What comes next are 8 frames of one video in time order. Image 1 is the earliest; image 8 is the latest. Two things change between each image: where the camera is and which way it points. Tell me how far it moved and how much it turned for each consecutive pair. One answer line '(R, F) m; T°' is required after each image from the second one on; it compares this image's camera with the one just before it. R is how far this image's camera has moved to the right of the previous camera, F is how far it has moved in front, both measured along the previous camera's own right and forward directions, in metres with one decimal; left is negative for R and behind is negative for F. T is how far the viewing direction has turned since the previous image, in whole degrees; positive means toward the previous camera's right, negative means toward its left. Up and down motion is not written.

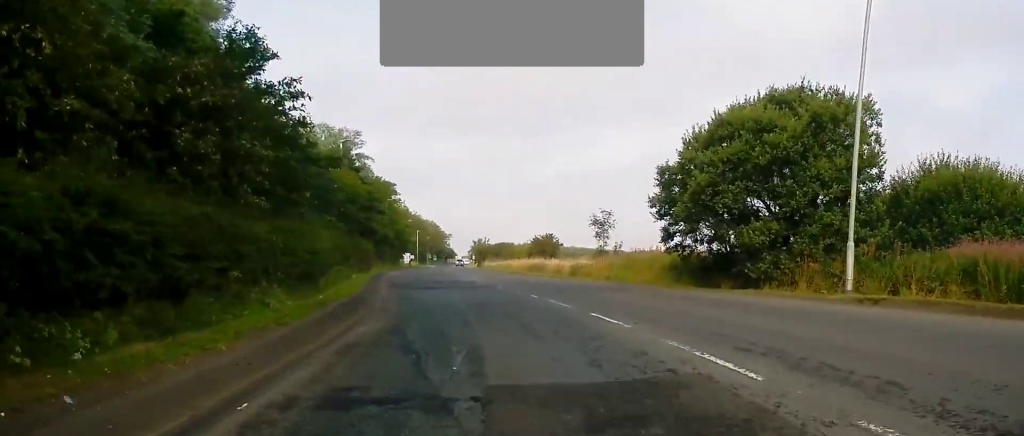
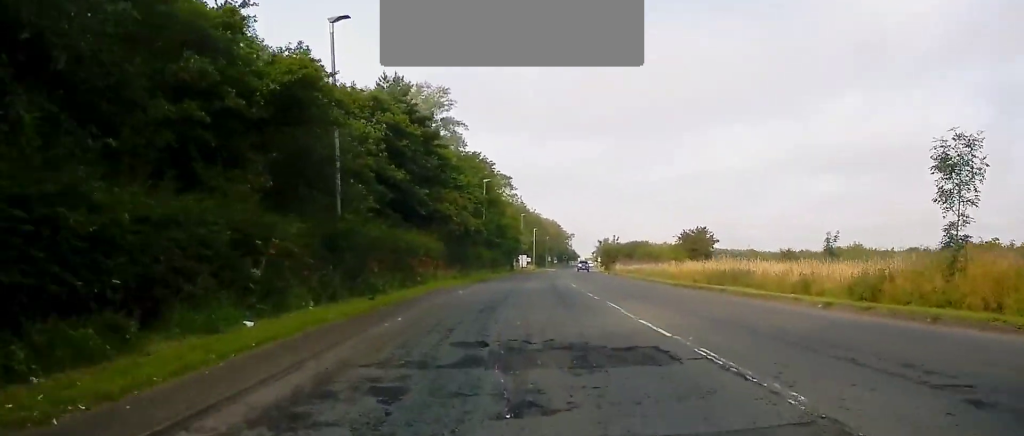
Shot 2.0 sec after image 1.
(-4.1, +26.9) m; -13°
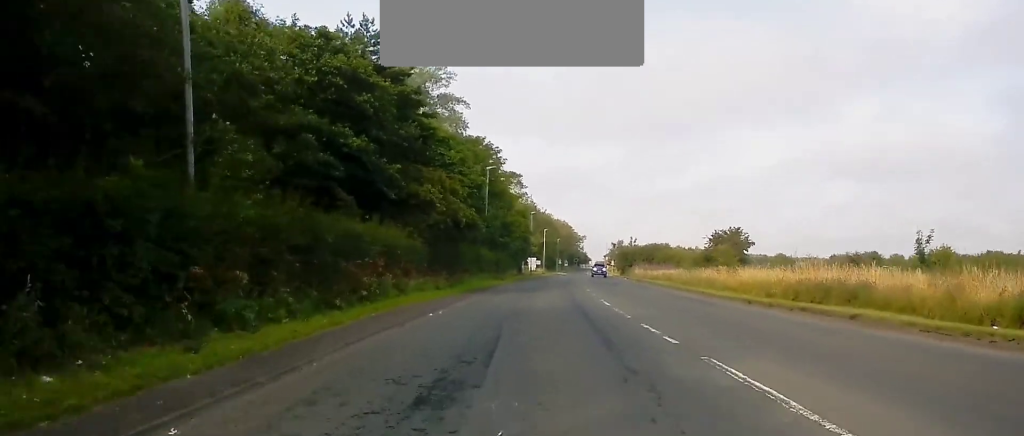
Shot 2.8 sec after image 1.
(+0.1, +10.9) m; -2°
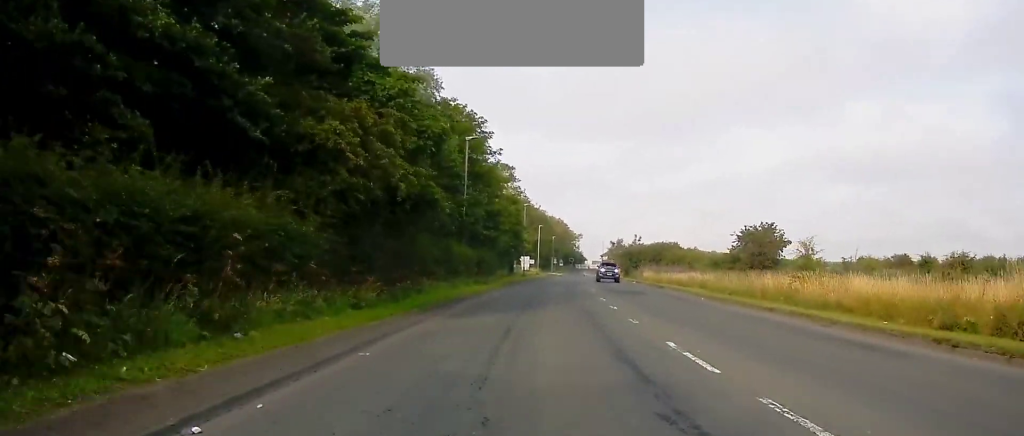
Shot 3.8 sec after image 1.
(-0.5, +13.4) m; -2°
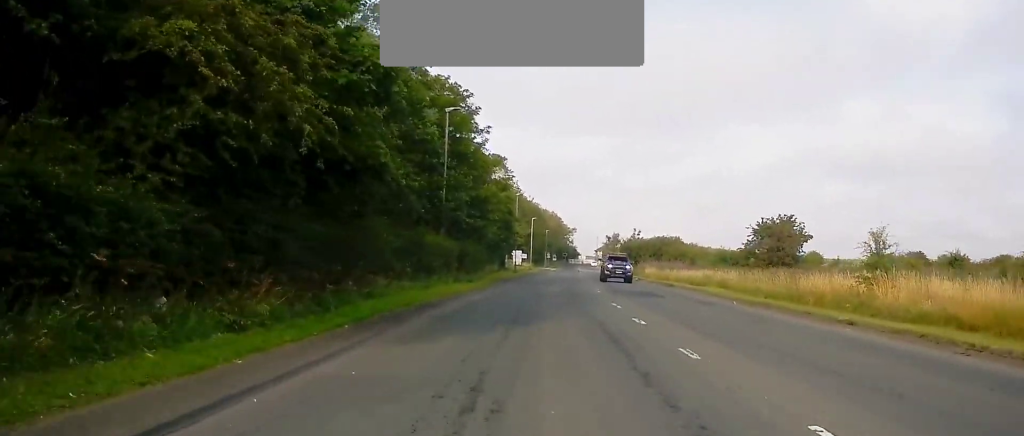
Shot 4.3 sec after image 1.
(0.0, +6.8) m; +1°
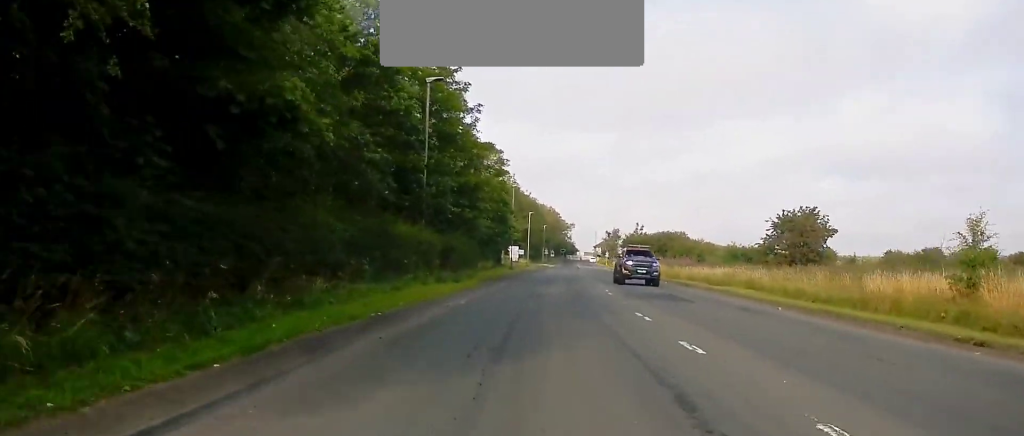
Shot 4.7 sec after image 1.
(-0.1, +5.7) m; +1°
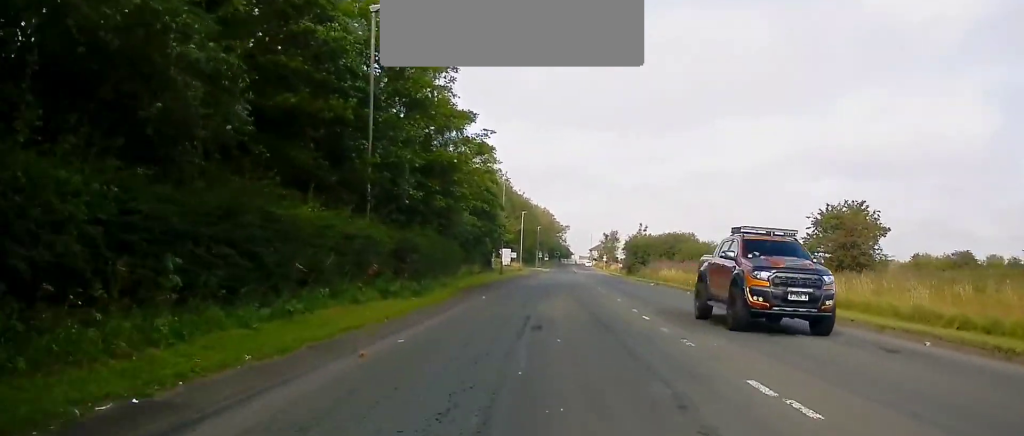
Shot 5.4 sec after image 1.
(+0.3, +9.5) m; +1°
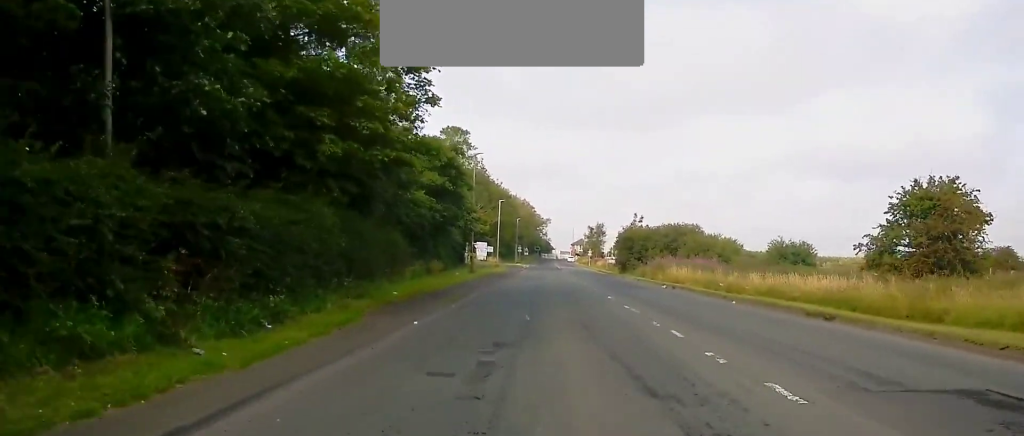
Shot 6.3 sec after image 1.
(+0.2, +13.3) m; +1°
